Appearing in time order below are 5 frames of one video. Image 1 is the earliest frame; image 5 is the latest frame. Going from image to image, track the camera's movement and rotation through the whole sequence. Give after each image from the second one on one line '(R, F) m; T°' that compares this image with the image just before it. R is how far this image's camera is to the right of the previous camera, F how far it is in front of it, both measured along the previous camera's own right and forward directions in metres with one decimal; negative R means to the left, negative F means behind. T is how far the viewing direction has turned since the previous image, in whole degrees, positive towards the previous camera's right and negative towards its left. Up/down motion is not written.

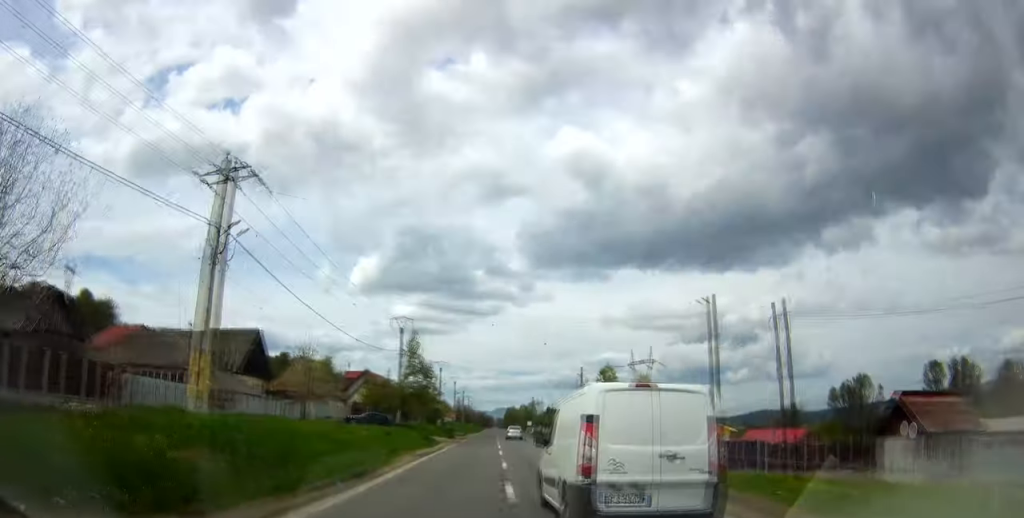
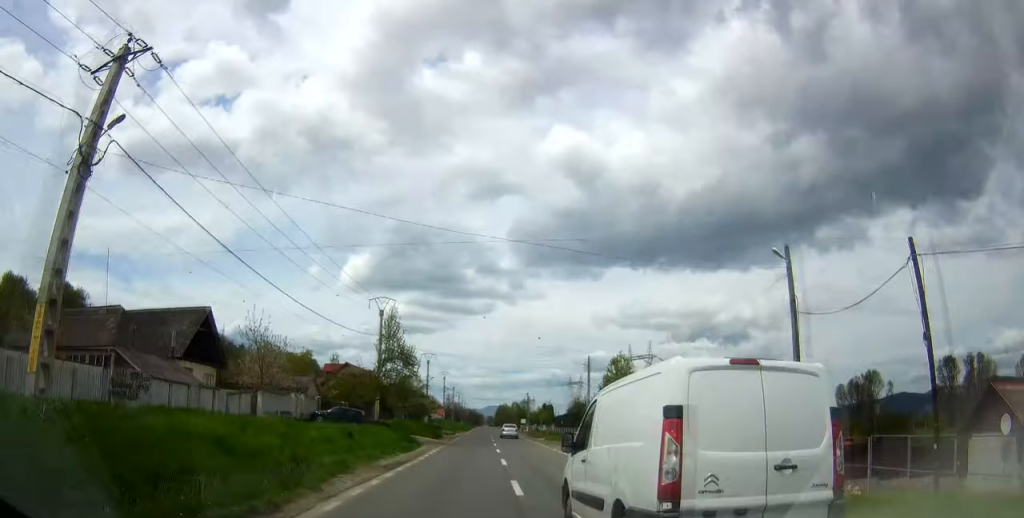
(+0.1, +8.6) m; 0°
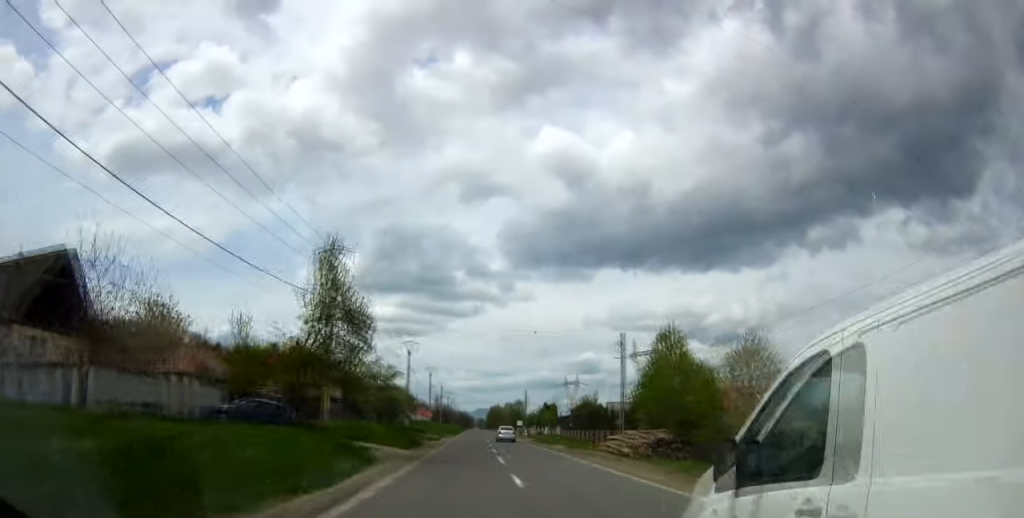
(+0.3, +15.5) m; 0°
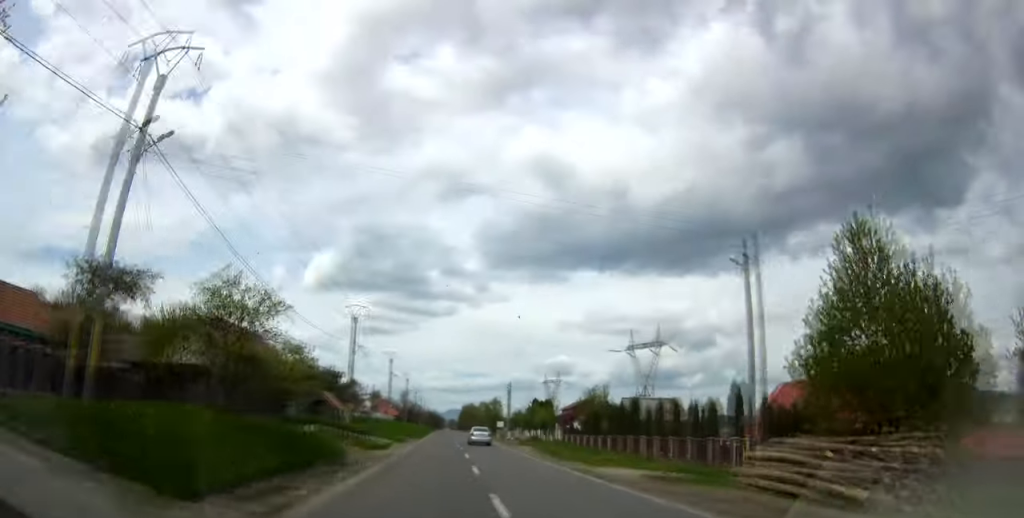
(-0.6, +22.2) m; +1°
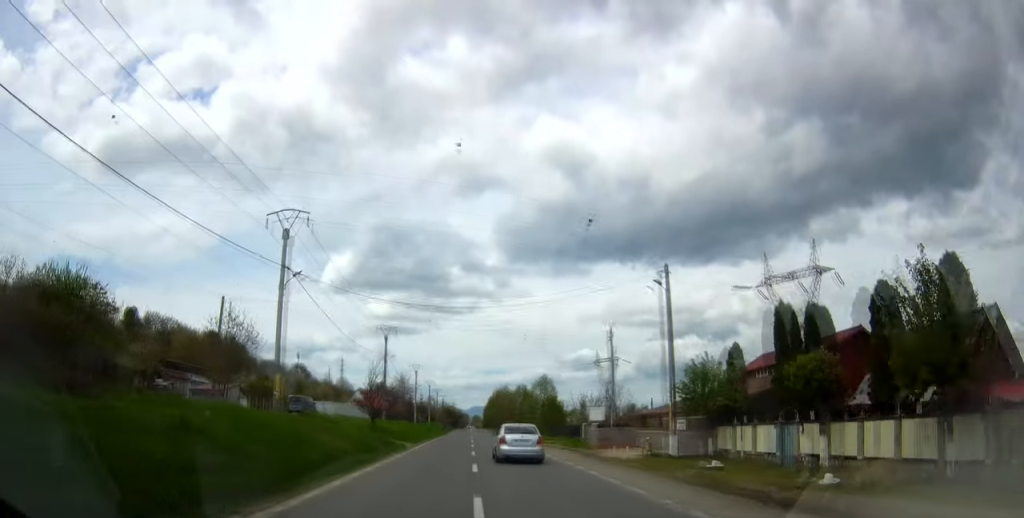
(+1.8, +62.0) m; +2°
